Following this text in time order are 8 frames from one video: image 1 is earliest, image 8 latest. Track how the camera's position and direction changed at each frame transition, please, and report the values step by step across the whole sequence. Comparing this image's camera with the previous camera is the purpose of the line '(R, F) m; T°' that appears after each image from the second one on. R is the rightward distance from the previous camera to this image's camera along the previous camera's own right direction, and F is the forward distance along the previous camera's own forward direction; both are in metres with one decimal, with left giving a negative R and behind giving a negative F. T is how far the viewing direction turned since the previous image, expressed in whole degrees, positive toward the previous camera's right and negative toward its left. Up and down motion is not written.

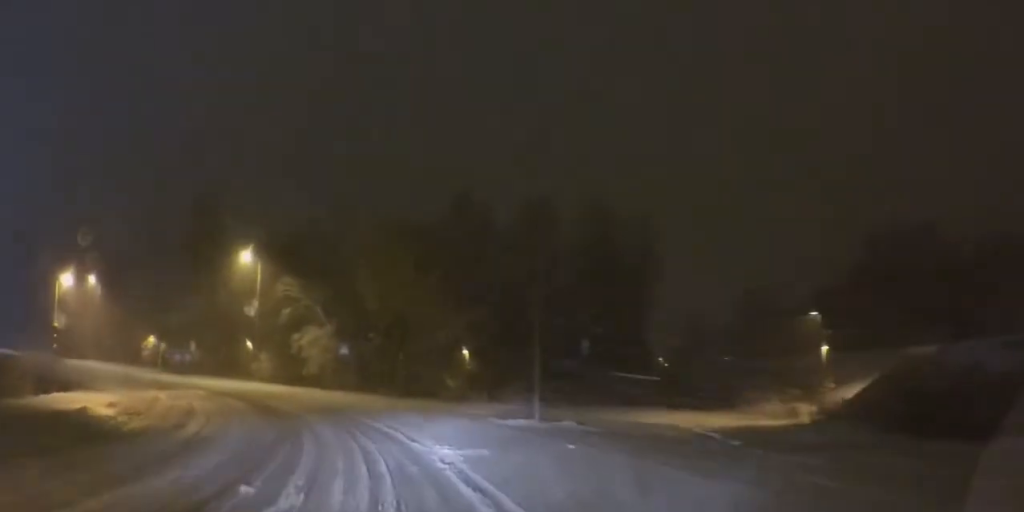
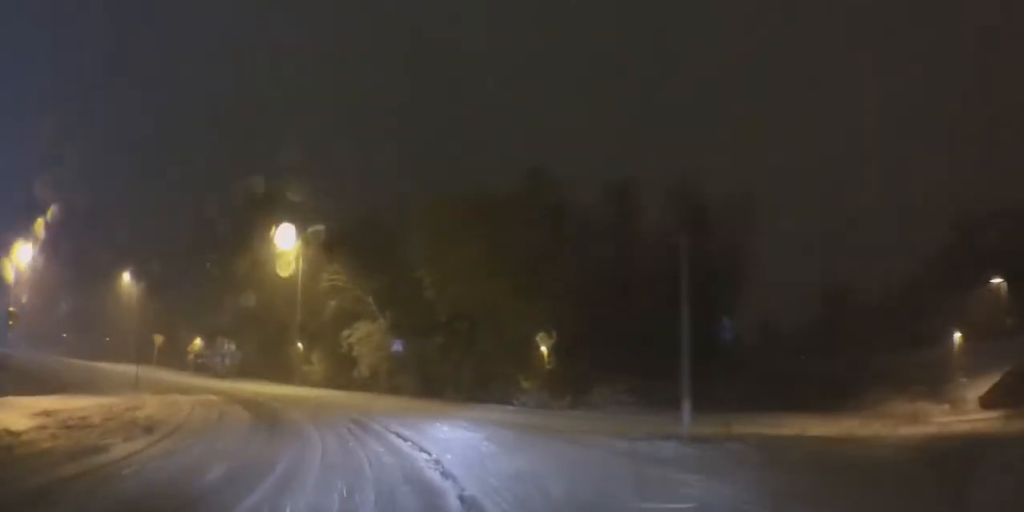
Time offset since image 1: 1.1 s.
(-0.1, +7.4) m; -5°
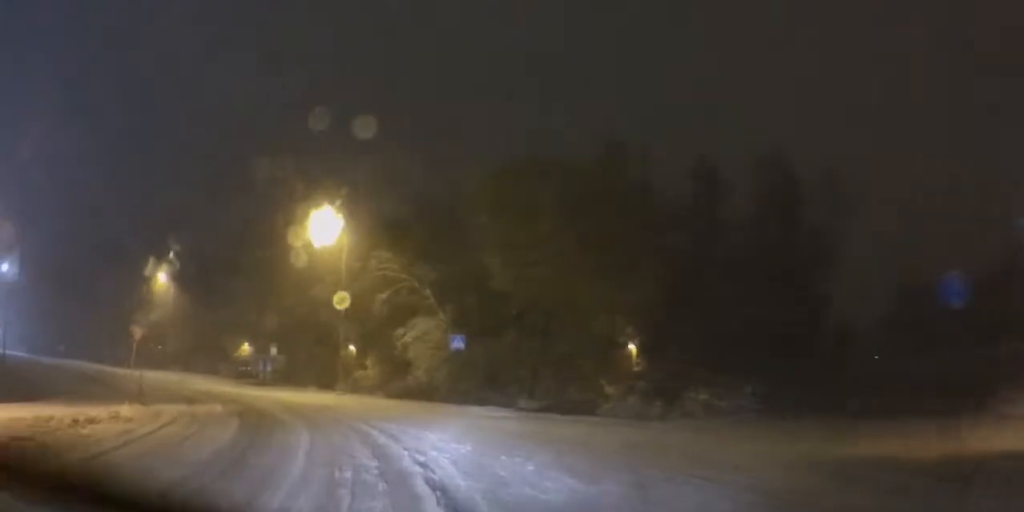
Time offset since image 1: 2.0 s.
(-0.5, +6.7) m; -7°
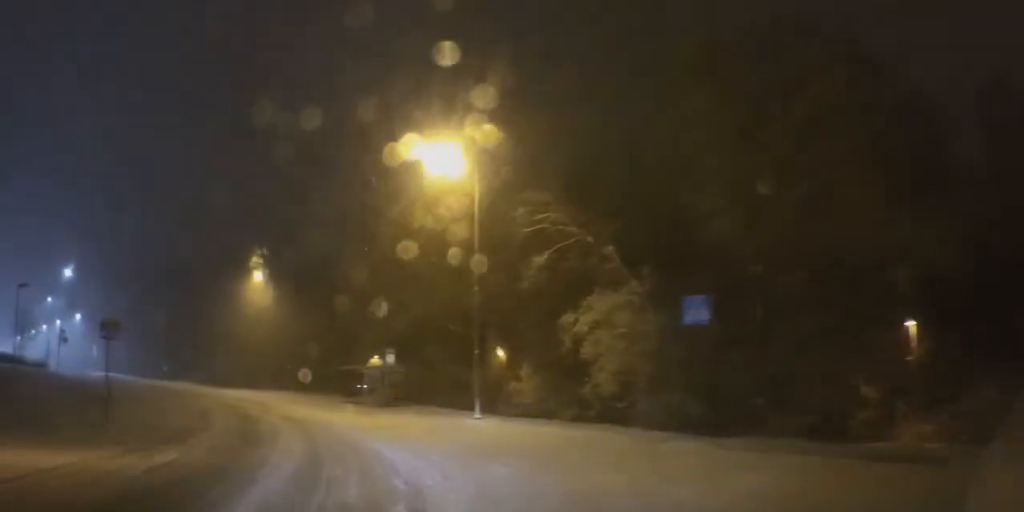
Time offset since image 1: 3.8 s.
(-1.7, +13.8) m; -14°
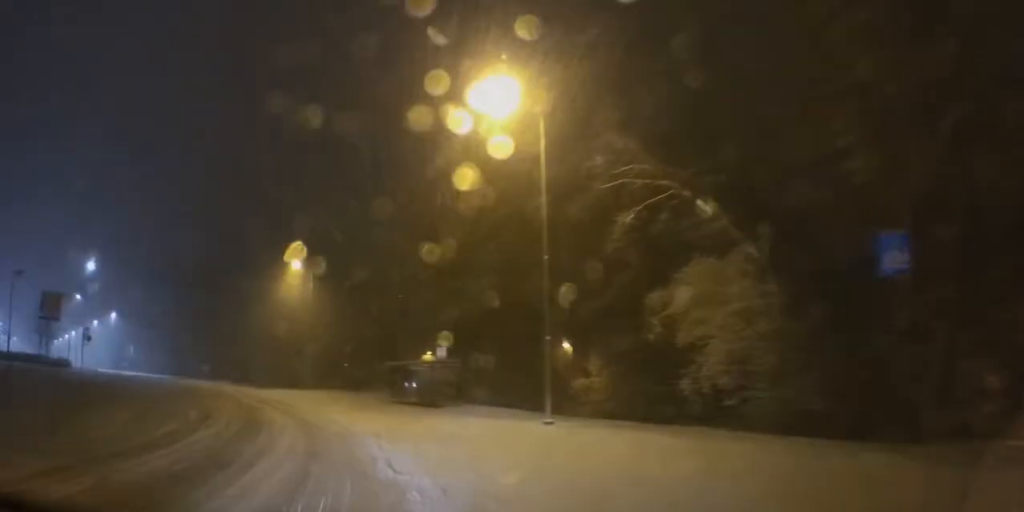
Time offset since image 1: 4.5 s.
(-0.2, +5.0) m; -6°
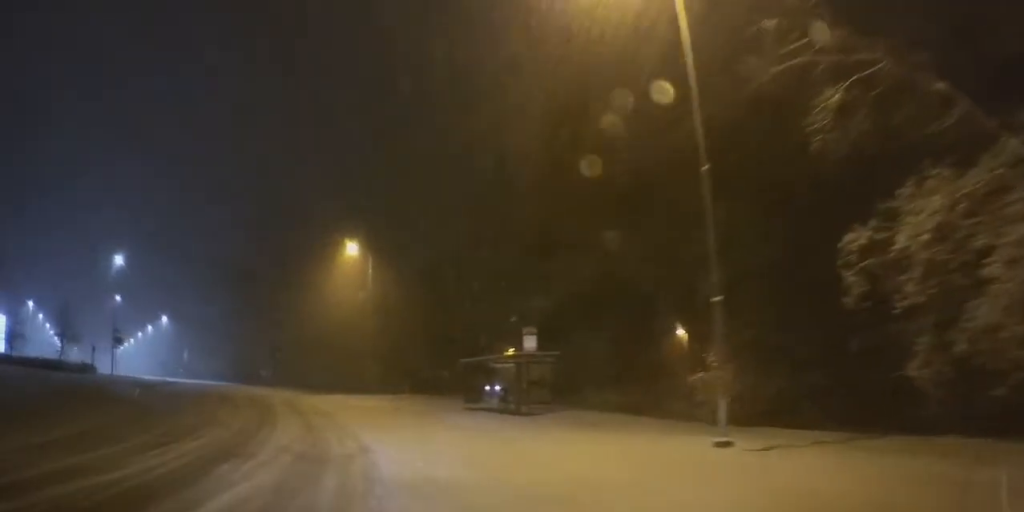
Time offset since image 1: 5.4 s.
(-0.6, +7.8) m; -9°
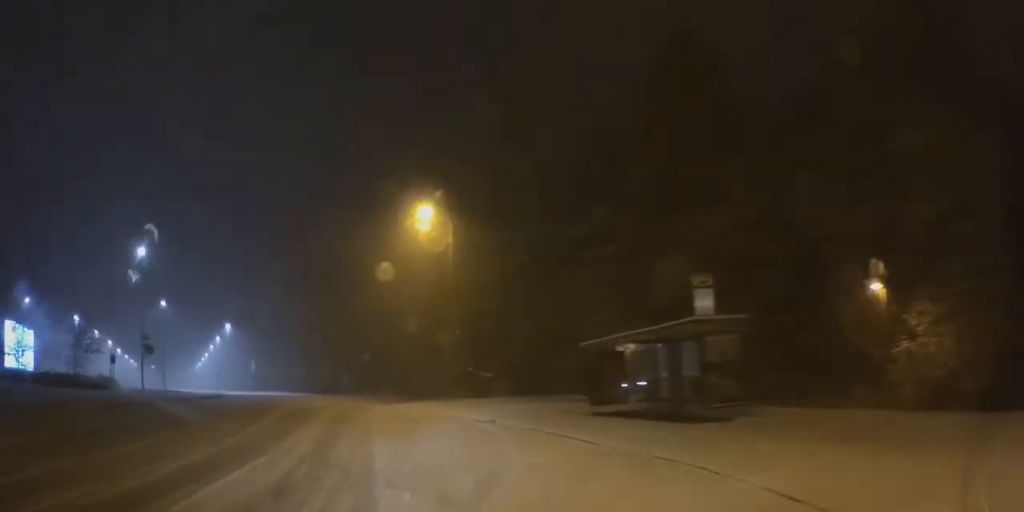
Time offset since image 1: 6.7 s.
(-0.8, +10.2) m; -4°
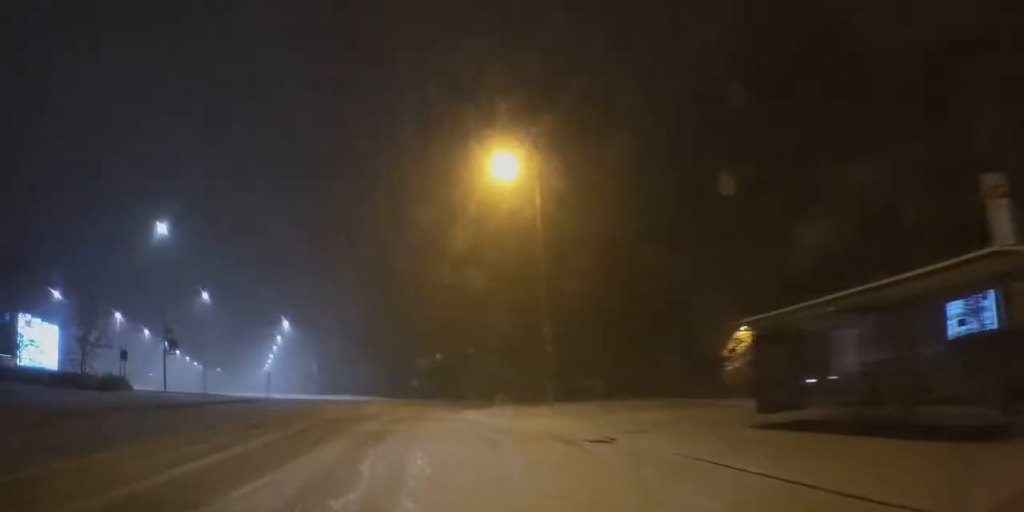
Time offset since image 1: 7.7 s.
(0.0, +7.8) m; -3°
